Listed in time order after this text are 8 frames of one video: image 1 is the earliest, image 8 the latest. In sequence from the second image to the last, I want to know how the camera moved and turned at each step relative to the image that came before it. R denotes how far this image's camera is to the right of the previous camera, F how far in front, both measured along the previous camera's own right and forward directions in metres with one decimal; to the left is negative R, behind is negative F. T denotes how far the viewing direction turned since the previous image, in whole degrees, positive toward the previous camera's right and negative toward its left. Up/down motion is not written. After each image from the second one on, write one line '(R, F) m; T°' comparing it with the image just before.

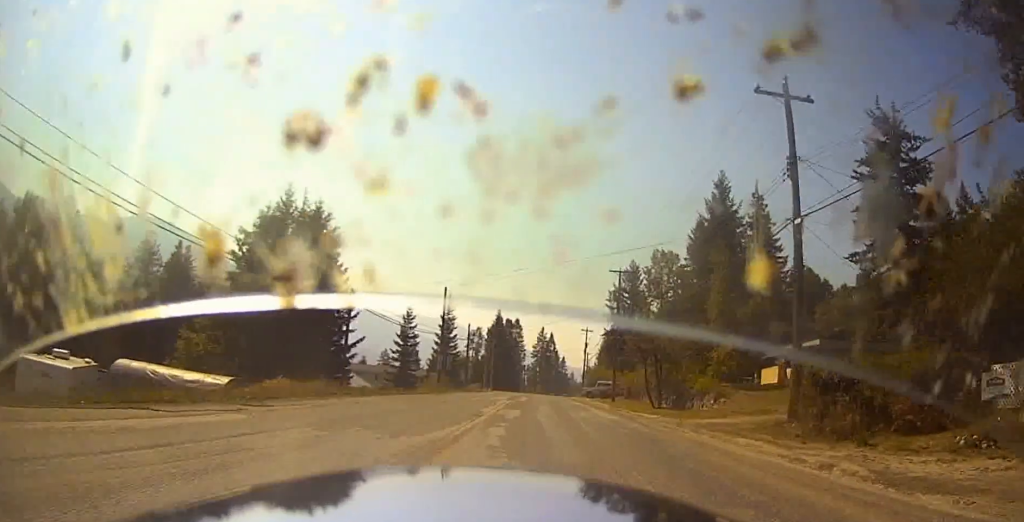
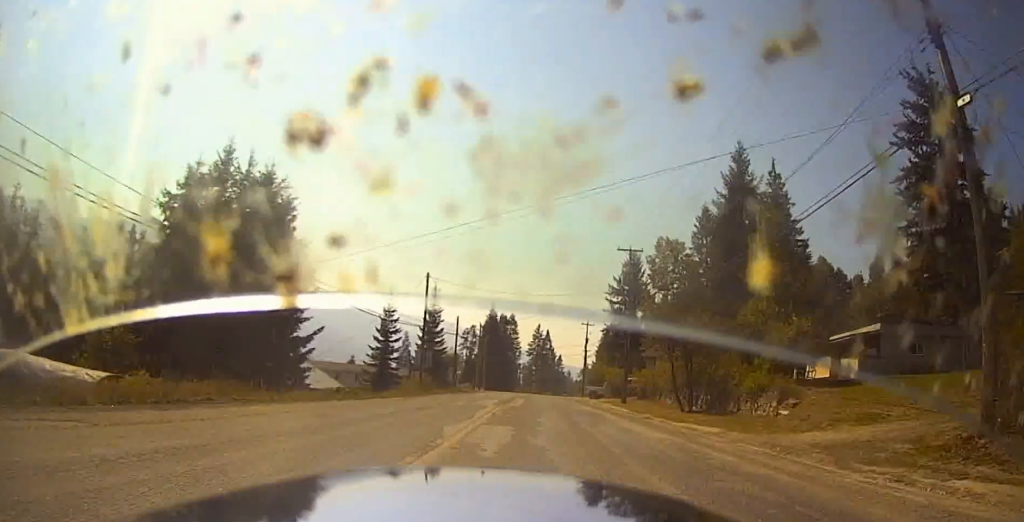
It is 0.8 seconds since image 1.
(+0.6, +8.1) m; +1°
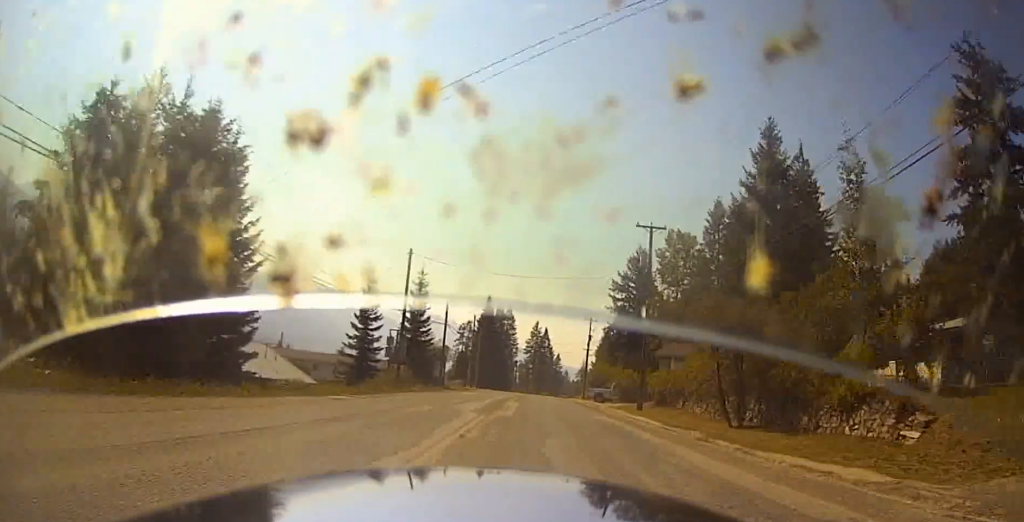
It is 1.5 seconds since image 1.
(-0.3, +7.6) m; -2°
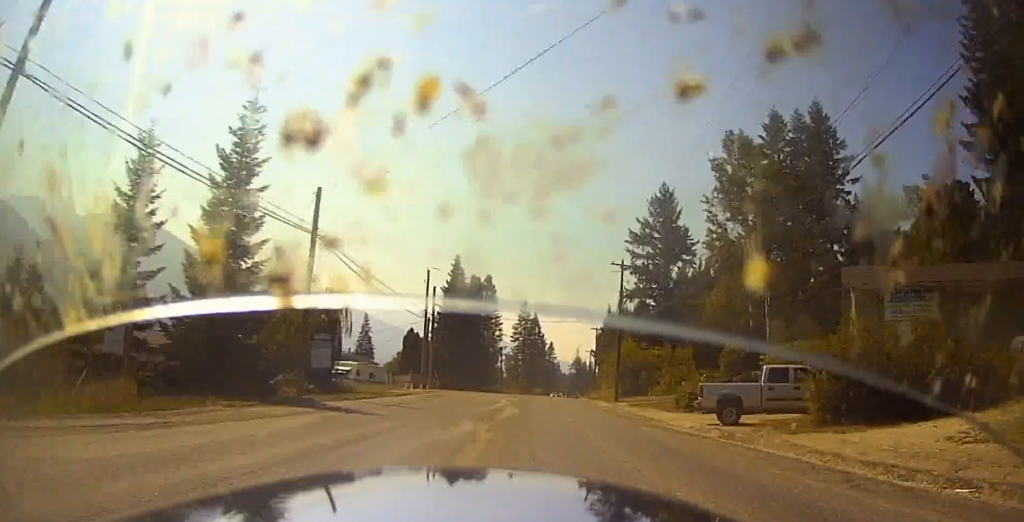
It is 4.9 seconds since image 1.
(+0.8, +36.8) m; 0°
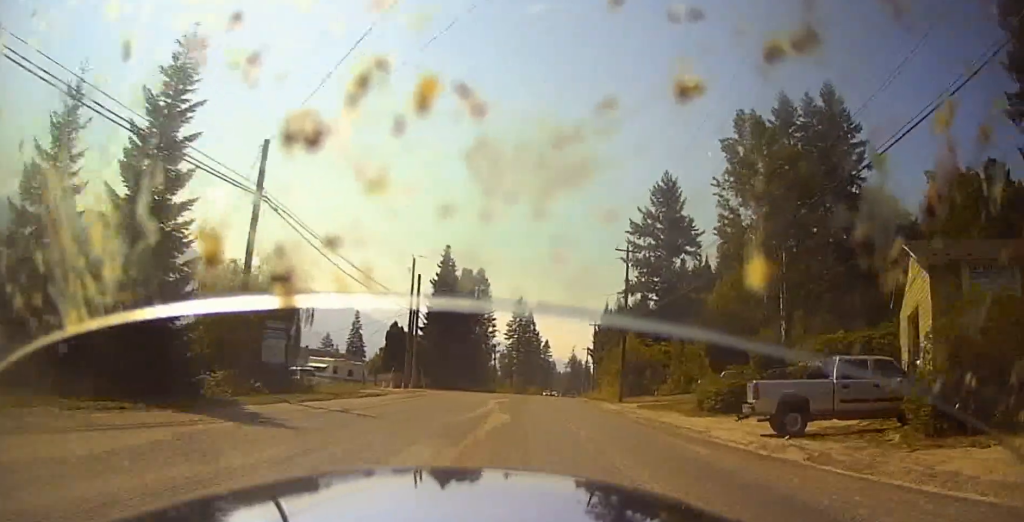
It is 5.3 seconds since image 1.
(-0.1, +6.2) m; +1°
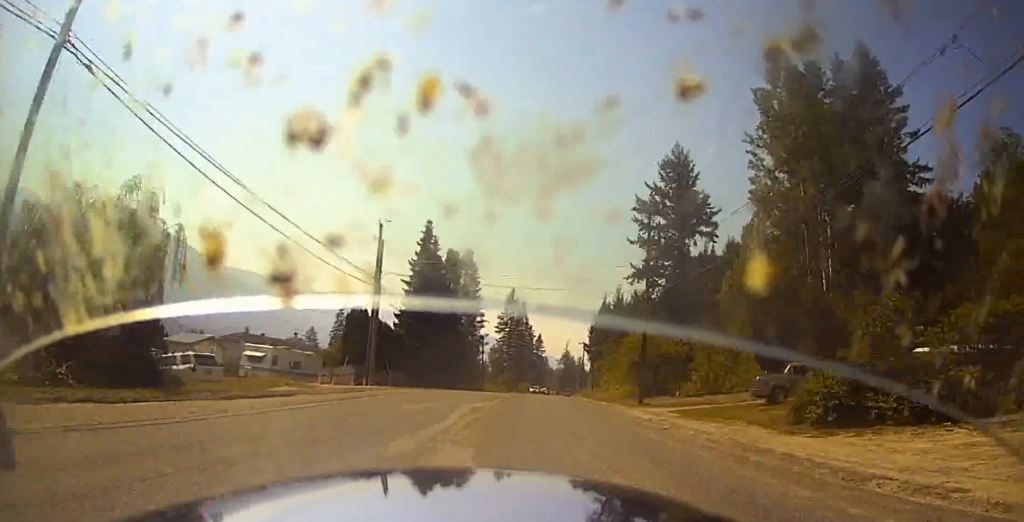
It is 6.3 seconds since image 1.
(+0.1, +12.1) m; +1°
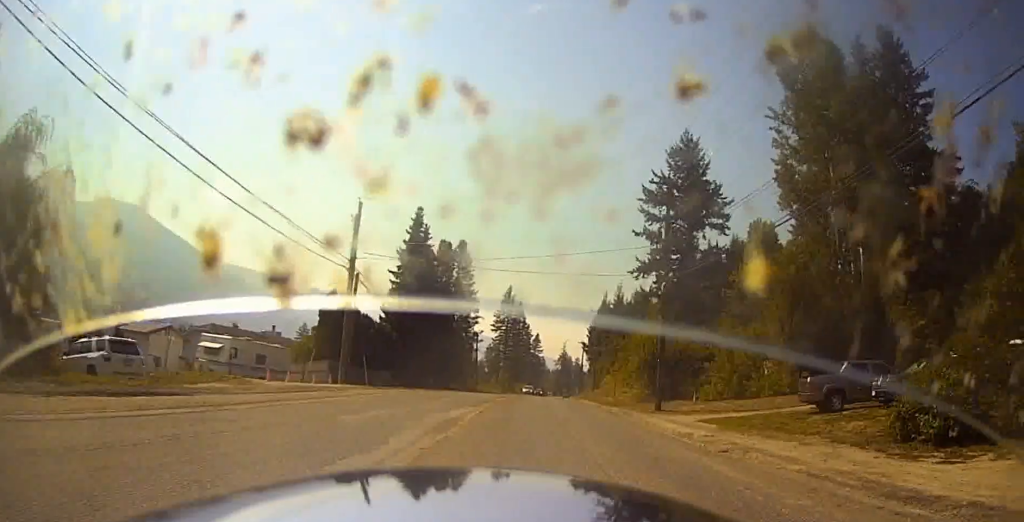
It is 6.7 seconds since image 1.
(+0.2, +5.9) m; 0°
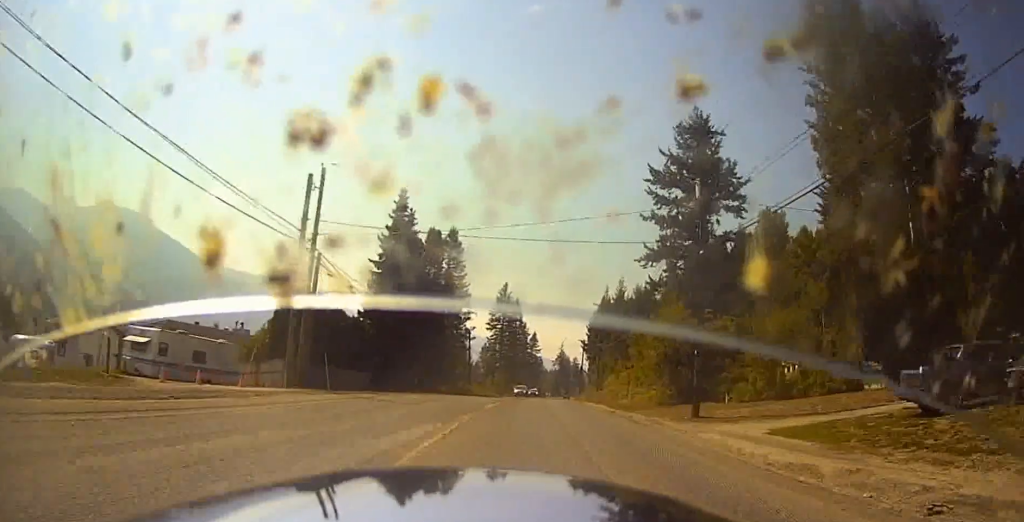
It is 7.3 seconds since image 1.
(-0.1, +7.3) m; -1°
